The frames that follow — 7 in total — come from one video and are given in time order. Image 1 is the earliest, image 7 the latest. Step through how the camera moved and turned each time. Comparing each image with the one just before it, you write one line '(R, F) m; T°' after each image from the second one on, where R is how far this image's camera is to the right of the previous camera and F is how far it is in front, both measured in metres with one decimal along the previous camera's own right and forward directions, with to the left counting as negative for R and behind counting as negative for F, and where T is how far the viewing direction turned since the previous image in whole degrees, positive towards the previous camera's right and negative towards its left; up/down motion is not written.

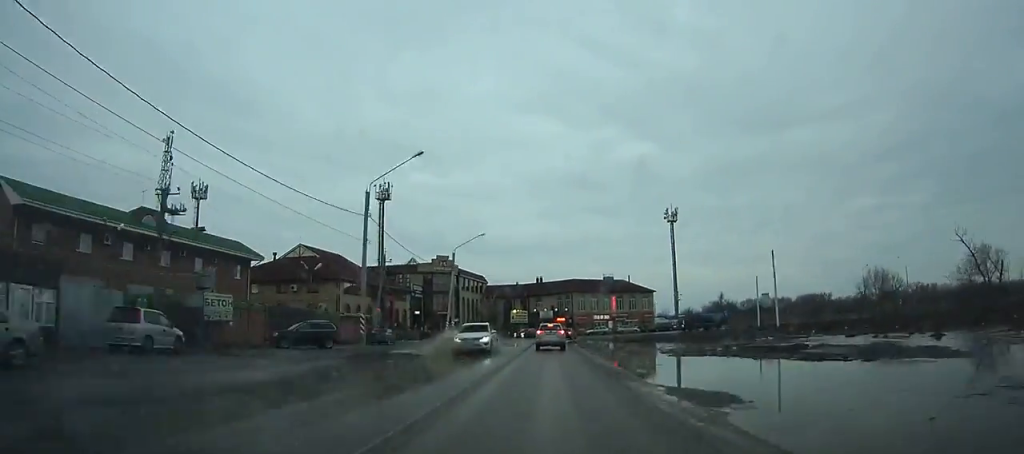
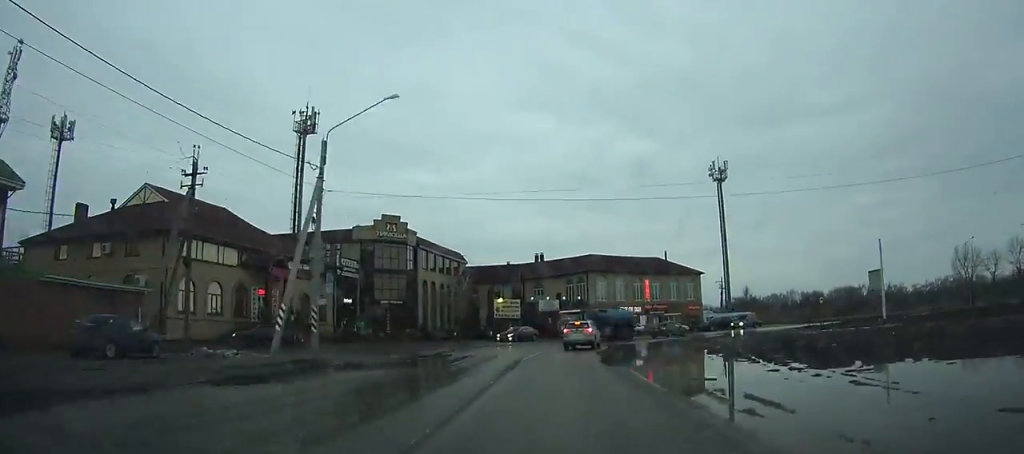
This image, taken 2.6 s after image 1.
(+0.2, +28.6) m; +4°
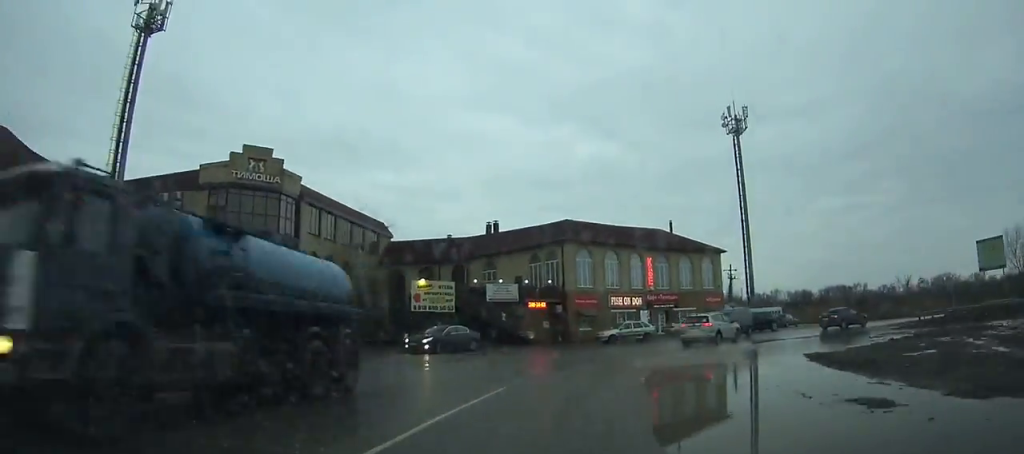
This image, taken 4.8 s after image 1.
(+1.1, +21.0) m; +11°
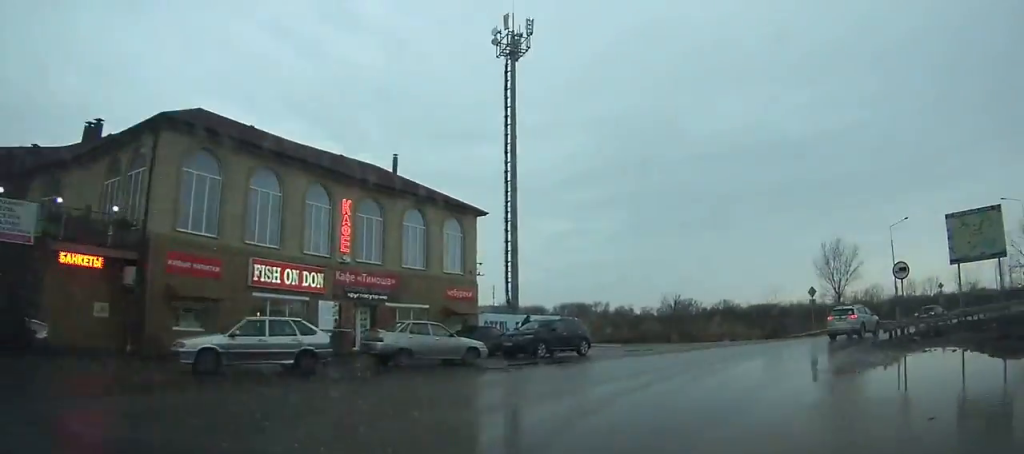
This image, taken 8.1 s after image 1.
(+5.4, +26.6) m; +32°
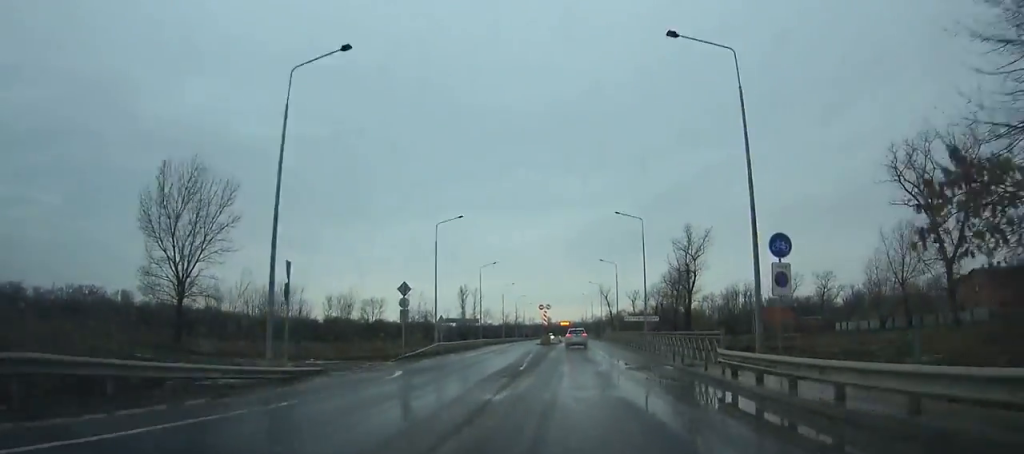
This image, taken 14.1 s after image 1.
(+26.5, +47.4) m; +39°
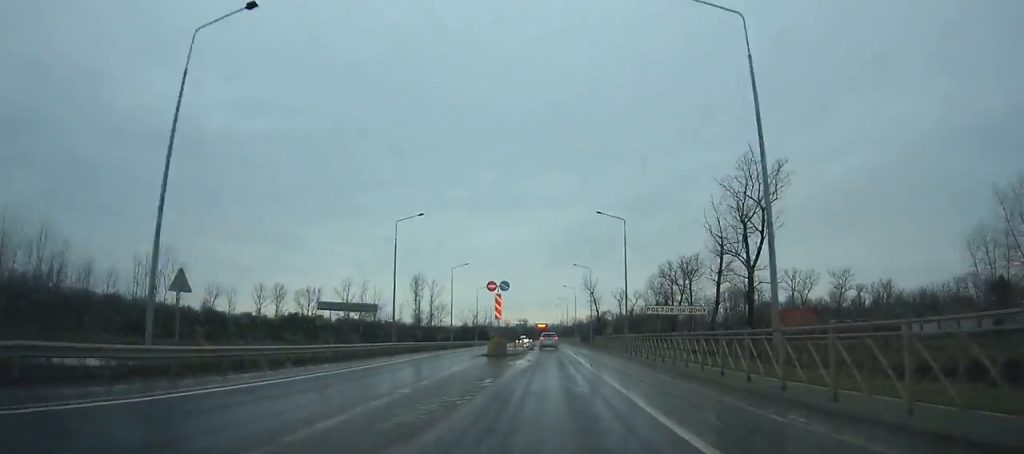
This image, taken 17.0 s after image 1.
(+0.9, +35.8) m; +1°
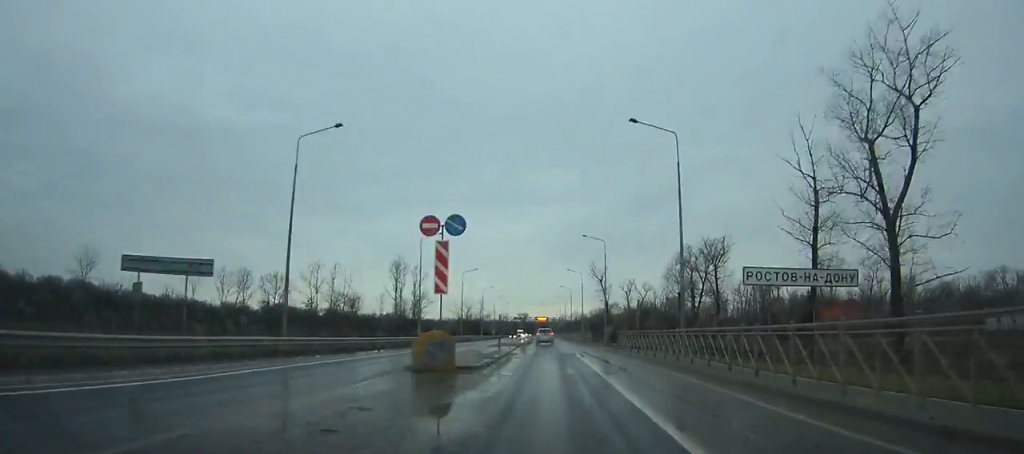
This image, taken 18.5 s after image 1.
(0.0, +20.6) m; 0°
